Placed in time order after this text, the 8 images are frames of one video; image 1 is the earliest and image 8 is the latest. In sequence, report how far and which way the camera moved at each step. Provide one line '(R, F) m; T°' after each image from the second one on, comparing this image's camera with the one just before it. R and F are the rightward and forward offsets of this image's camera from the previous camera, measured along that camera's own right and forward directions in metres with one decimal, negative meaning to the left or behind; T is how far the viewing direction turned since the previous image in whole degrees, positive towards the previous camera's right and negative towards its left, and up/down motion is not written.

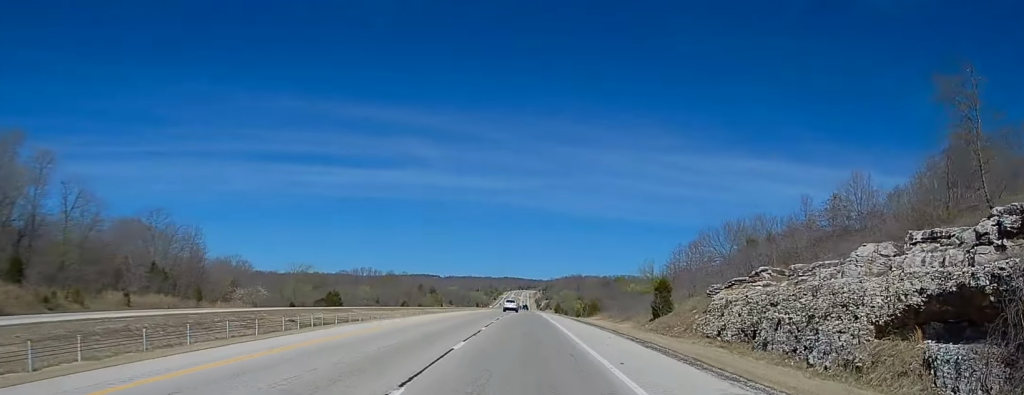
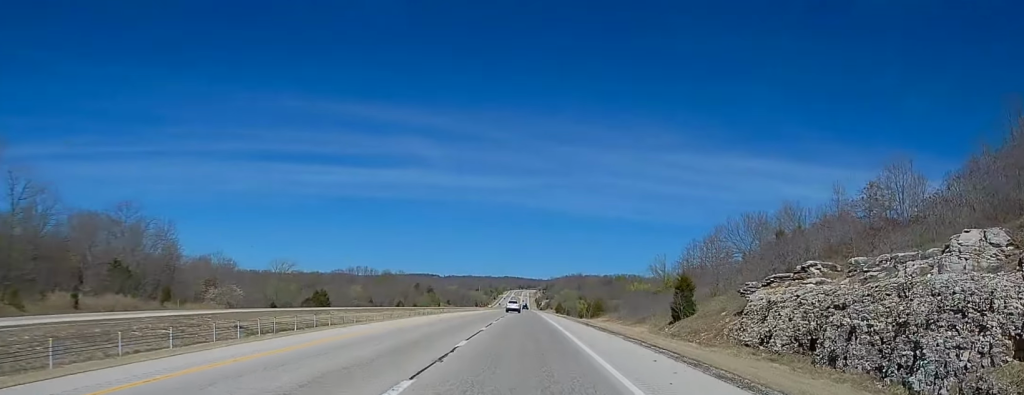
(0.0, +11.1) m; 0°
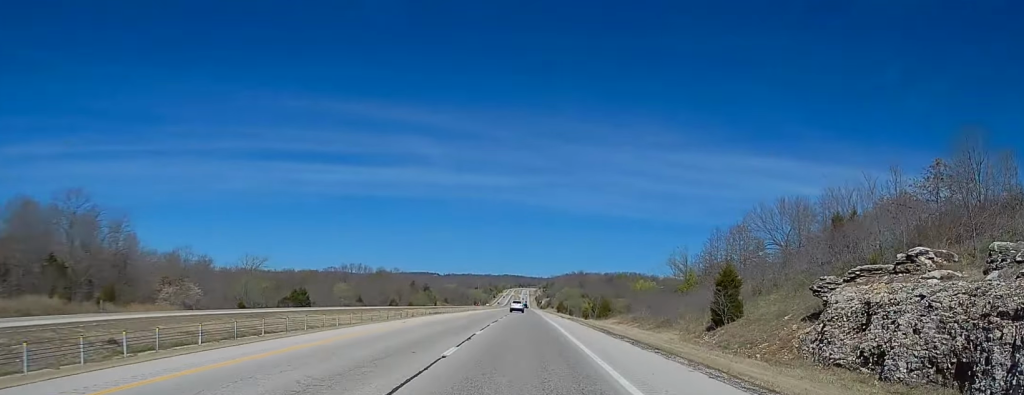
(0.0, +15.5) m; 0°
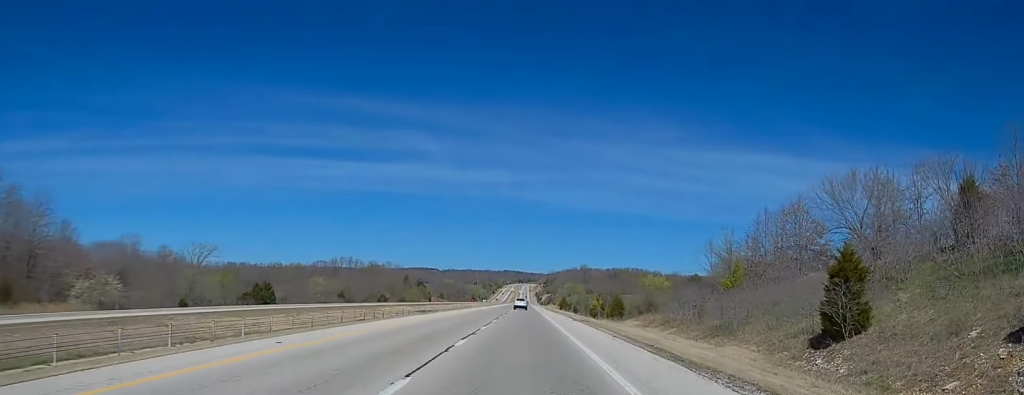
(0.0, +21.1) m; 0°
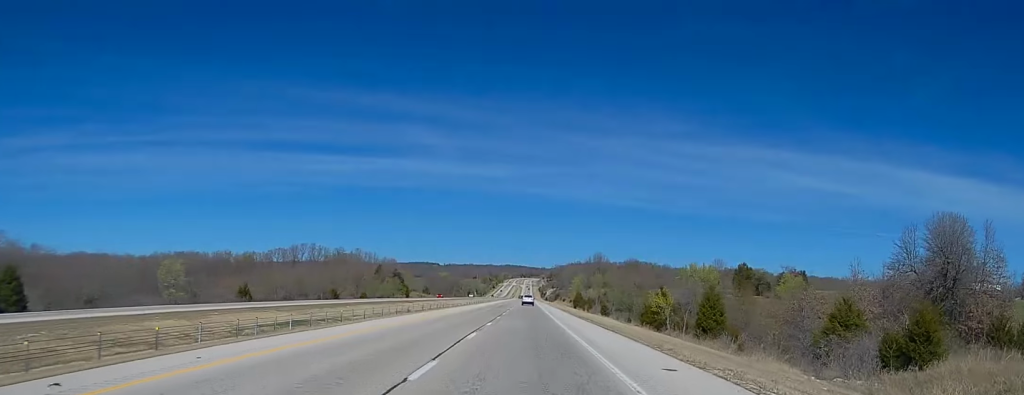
(+0.1, +69.6) m; 0°
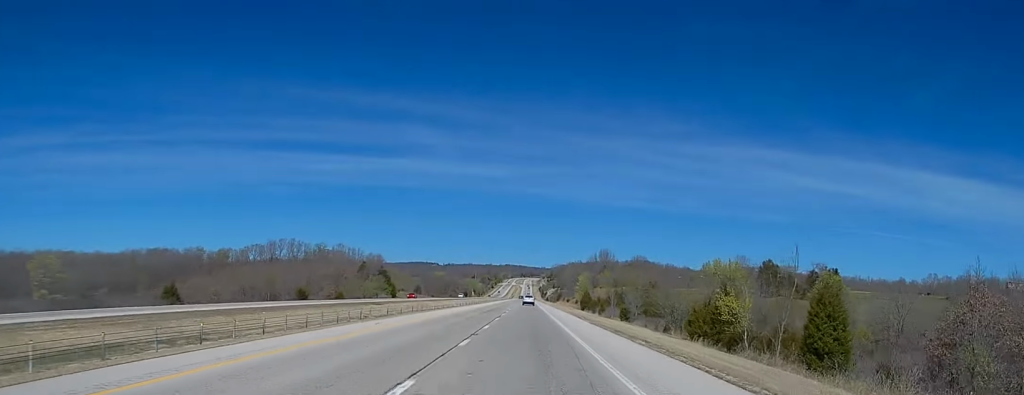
(+0.1, +27.7) m; 0°
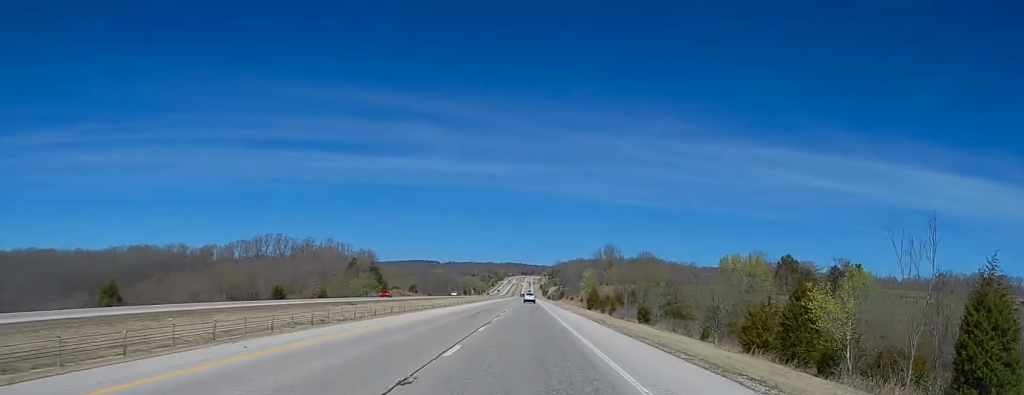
(0.0, +16.4) m; 0°
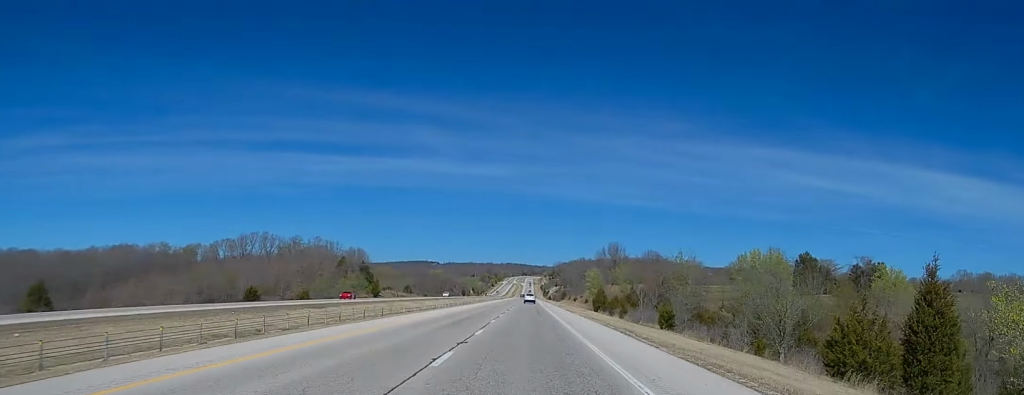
(0.0, +14.6) m; 0°
